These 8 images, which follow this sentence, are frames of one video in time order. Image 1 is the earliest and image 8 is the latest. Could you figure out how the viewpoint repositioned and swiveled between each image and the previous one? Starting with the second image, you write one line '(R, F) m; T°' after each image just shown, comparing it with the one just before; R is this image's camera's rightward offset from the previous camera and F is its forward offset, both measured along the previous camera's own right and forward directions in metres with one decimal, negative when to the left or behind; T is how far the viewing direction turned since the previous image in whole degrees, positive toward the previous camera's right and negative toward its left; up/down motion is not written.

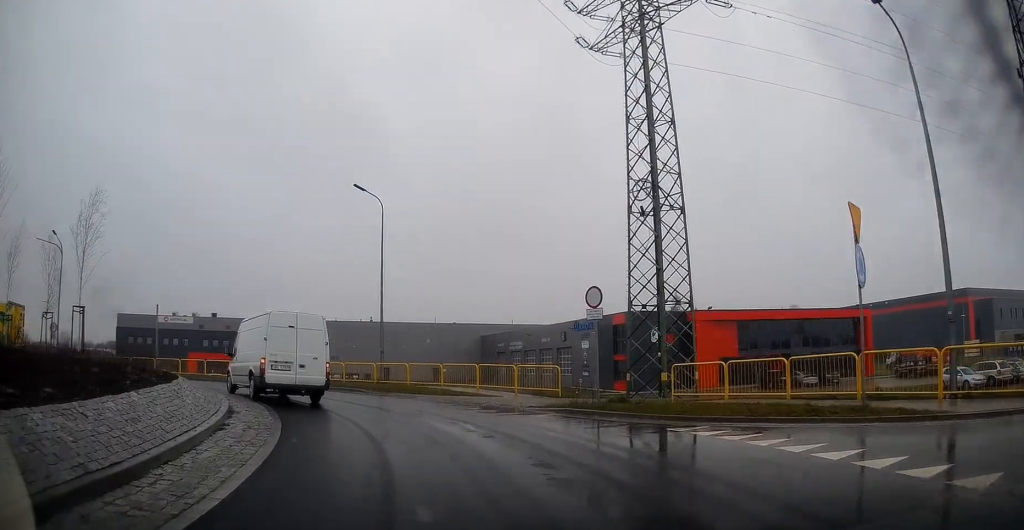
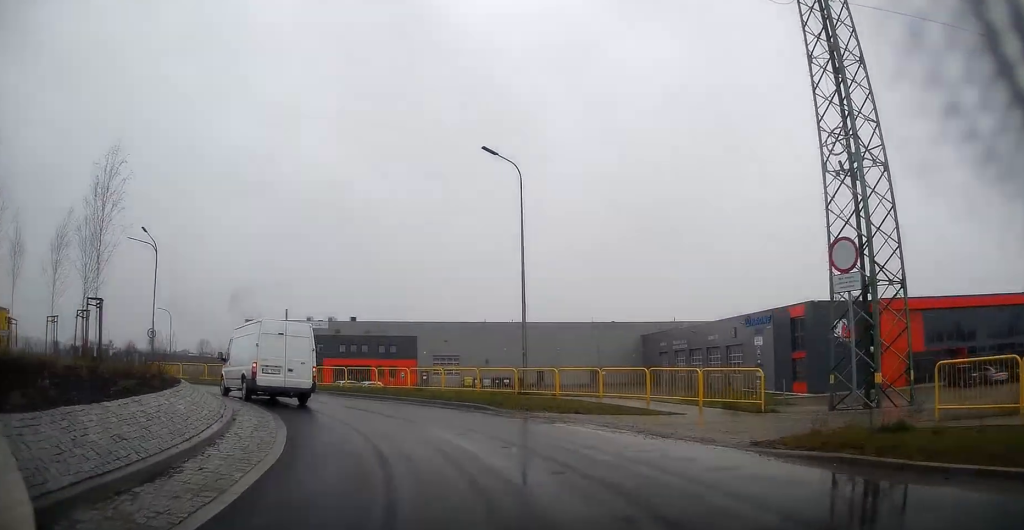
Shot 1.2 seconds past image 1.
(-0.7, +7.7) m; -10°
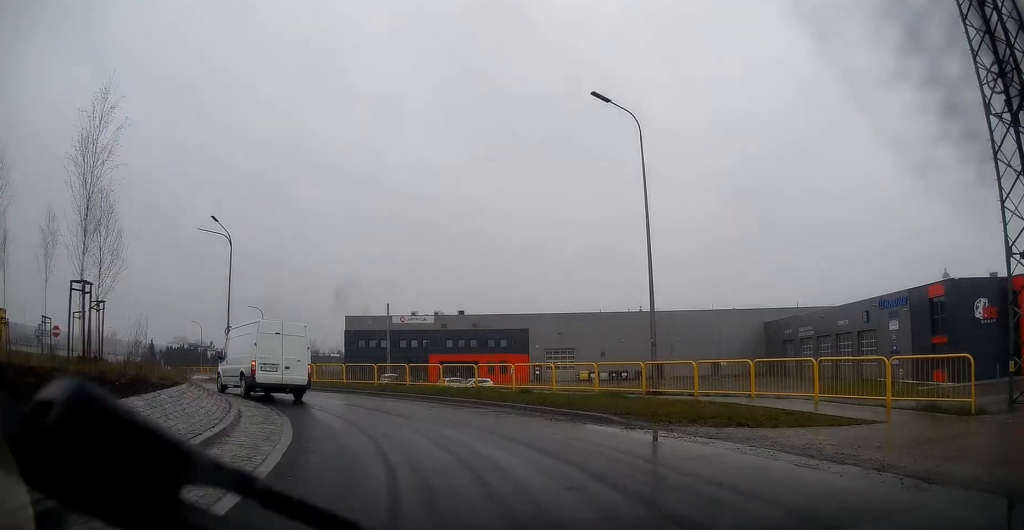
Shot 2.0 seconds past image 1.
(-0.3, +5.3) m; -10°
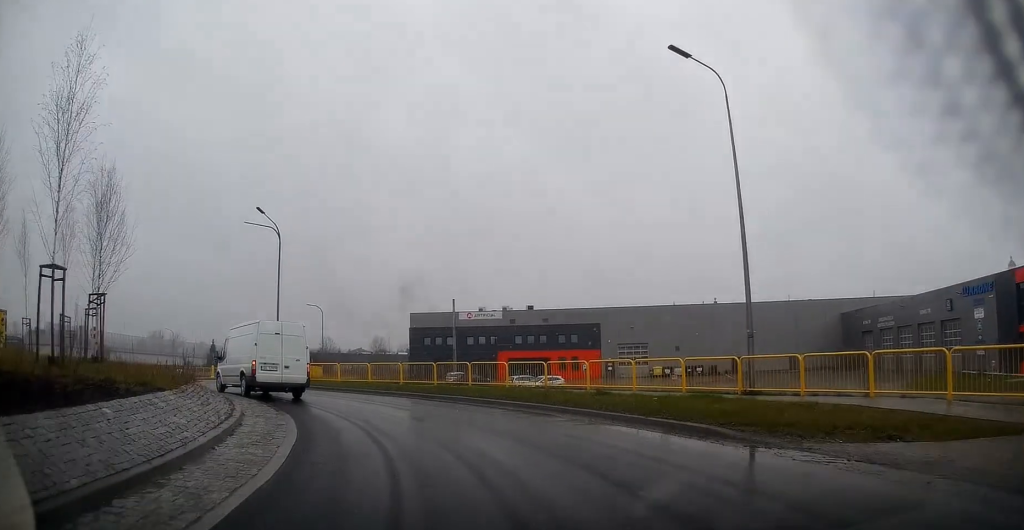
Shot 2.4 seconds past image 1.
(-0.3, +3.1) m; -8°
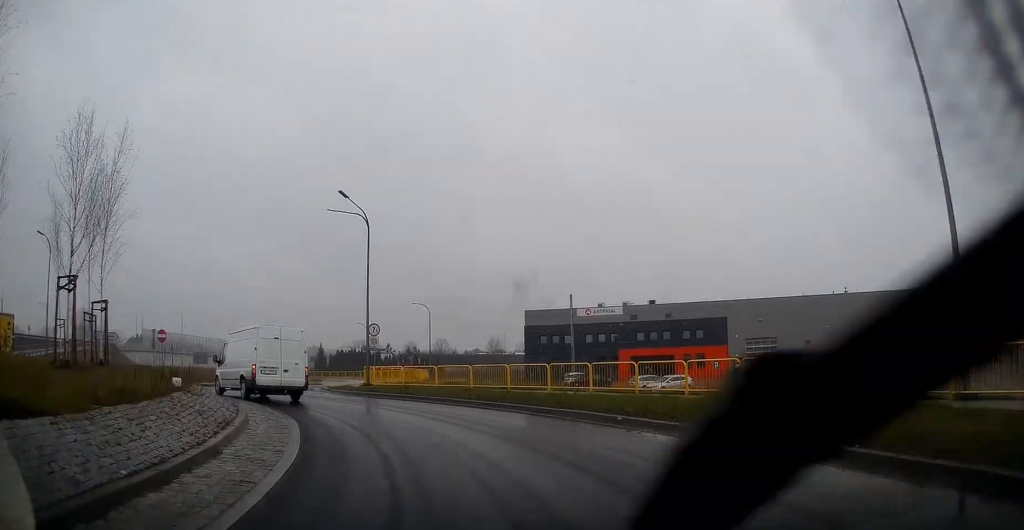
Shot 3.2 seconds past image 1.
(-0.6, +5.1) m; -13°
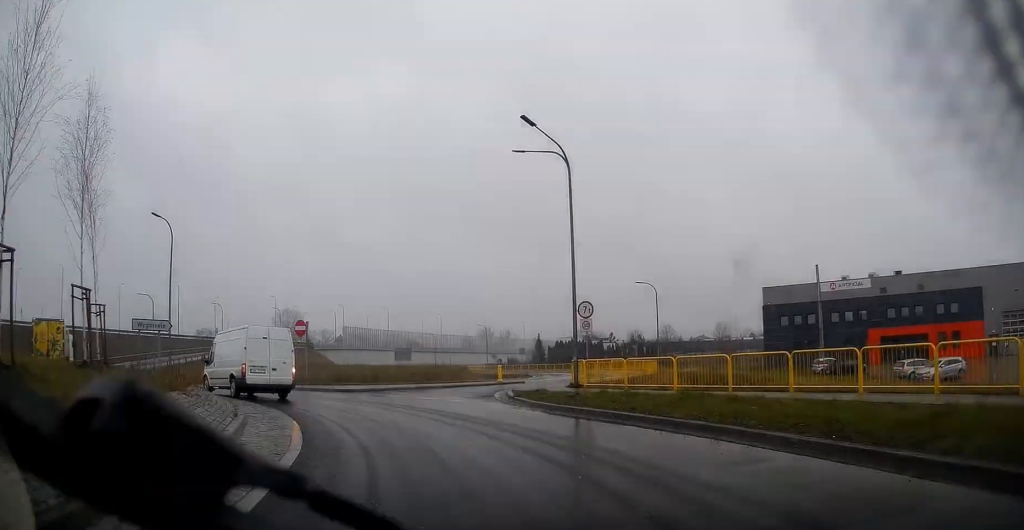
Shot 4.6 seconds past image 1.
(-1.9, +9.4) m; -20°
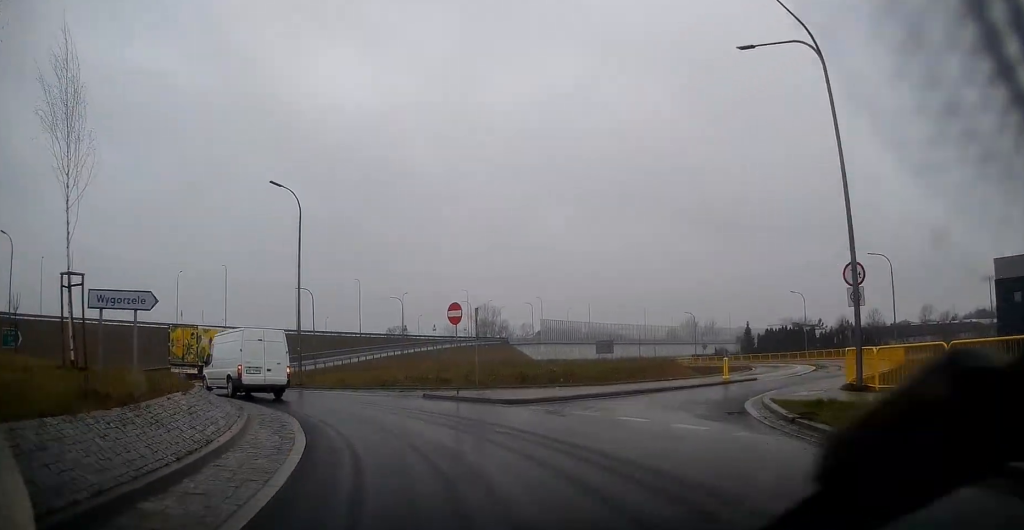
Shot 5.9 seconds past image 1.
(-1.0, +8.4) m; -19°
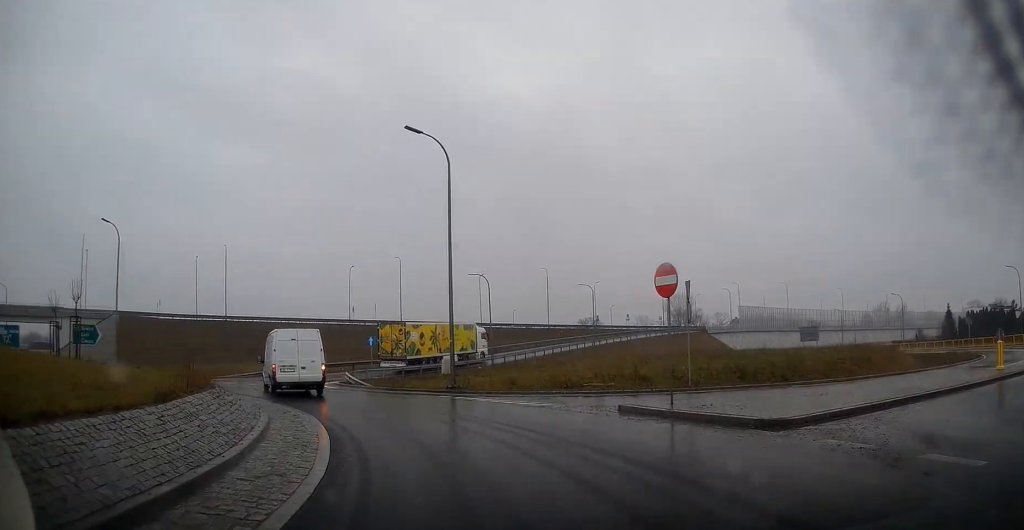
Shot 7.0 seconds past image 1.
(-1.6, +7.7) m; -19°
